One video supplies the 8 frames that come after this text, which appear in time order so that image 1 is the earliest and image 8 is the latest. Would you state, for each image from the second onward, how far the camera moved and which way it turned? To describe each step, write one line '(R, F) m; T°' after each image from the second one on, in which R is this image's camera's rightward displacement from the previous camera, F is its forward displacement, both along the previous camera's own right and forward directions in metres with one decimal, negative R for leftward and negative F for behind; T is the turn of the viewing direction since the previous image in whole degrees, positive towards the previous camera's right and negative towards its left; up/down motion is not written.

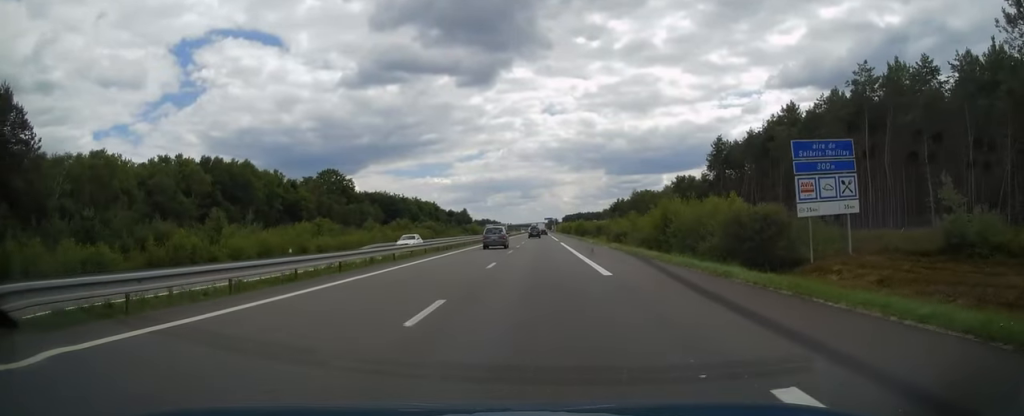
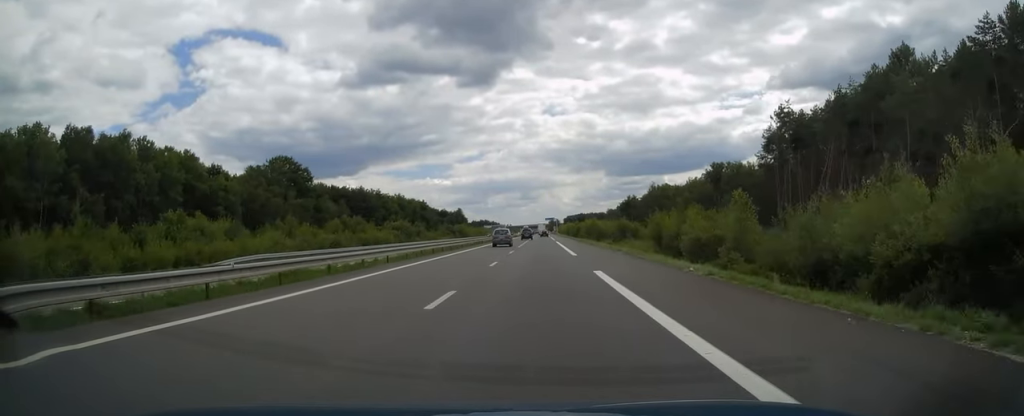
(0.0, +36.9) m; 0°
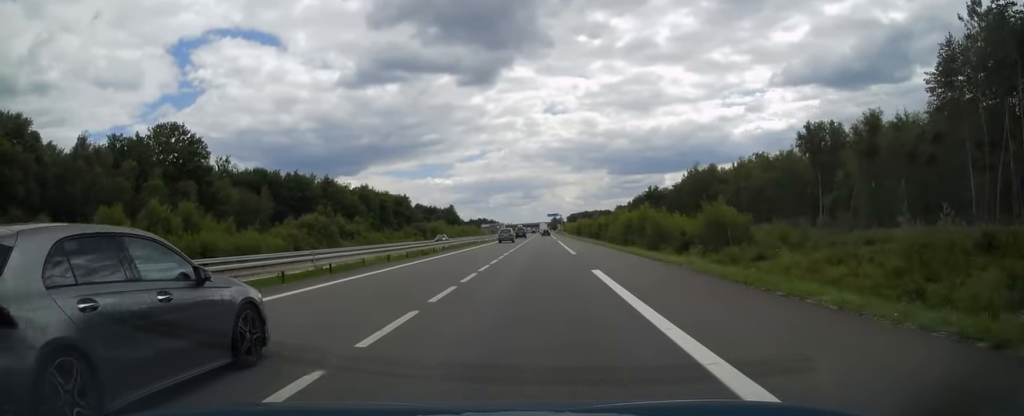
(-0.2, +51.8) m; 0°
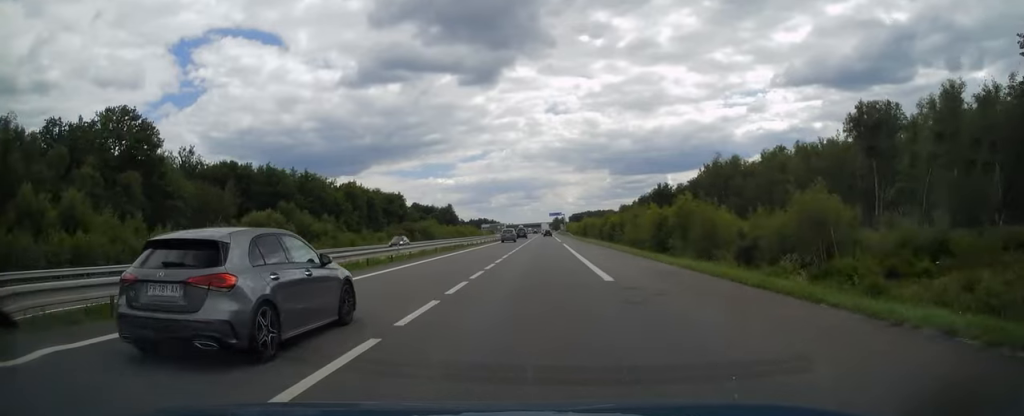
(+0.1, +15.8) m; 0°
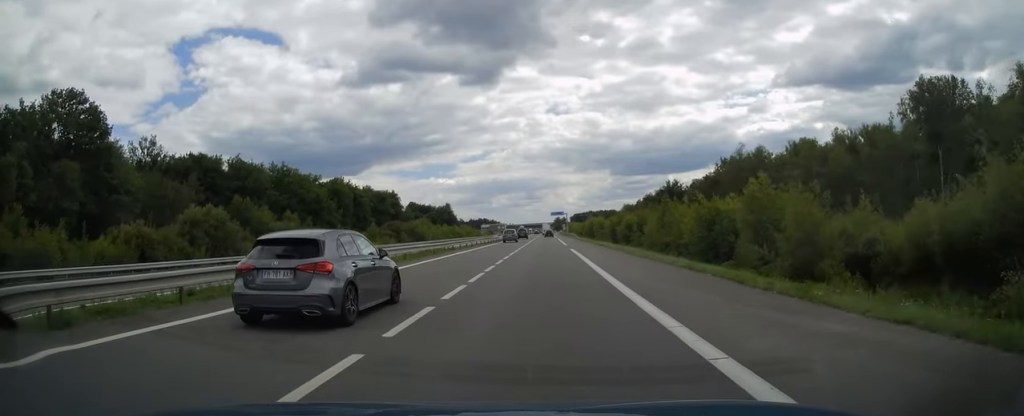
(0.0, +13.8) m; 0°
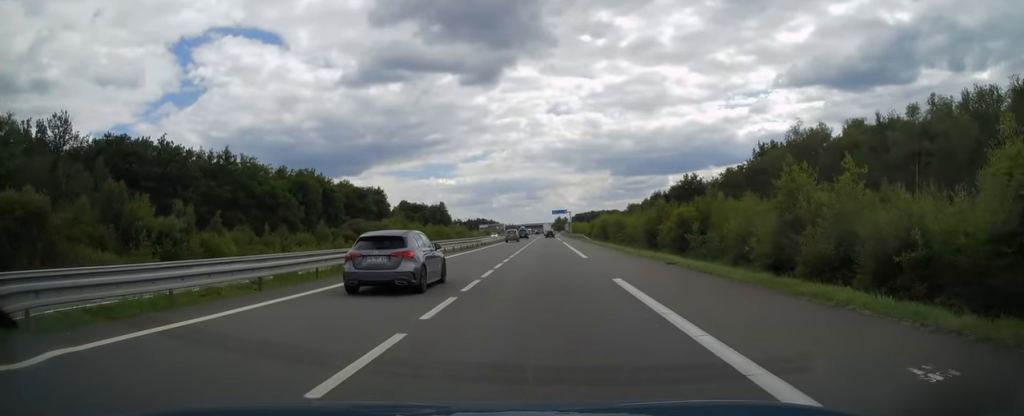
(-0.1, +24.6) m; 0°
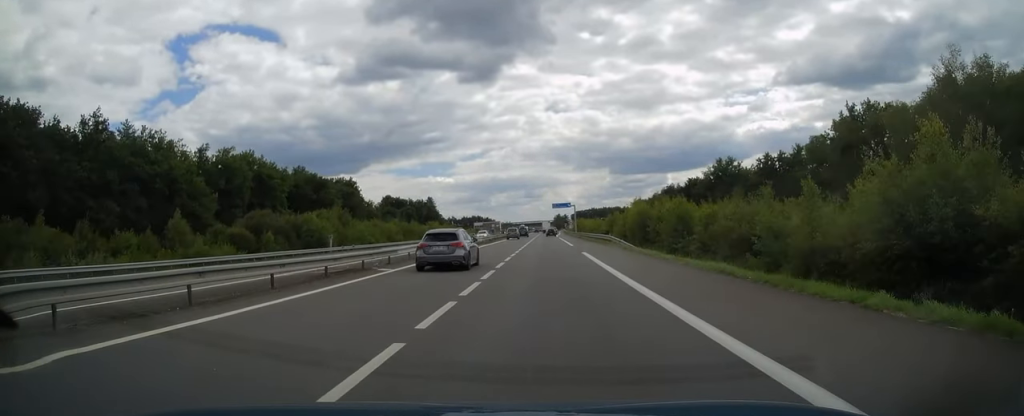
(-0.1, +35.5) m; 0°
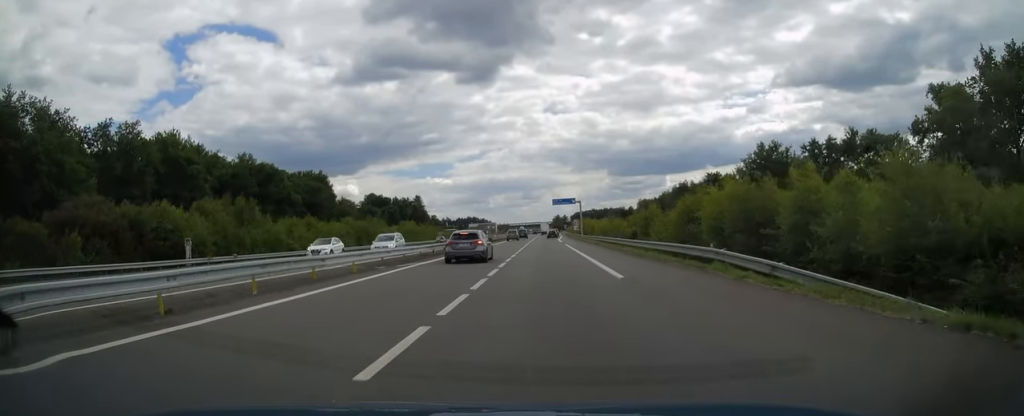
(+0.1, +29.0) m; 0°
